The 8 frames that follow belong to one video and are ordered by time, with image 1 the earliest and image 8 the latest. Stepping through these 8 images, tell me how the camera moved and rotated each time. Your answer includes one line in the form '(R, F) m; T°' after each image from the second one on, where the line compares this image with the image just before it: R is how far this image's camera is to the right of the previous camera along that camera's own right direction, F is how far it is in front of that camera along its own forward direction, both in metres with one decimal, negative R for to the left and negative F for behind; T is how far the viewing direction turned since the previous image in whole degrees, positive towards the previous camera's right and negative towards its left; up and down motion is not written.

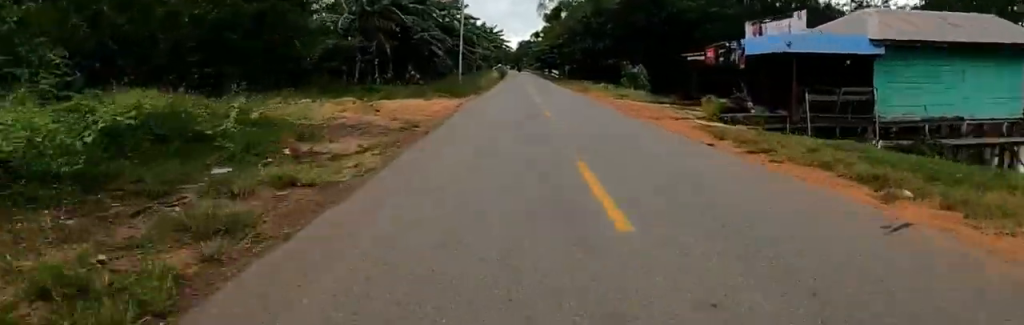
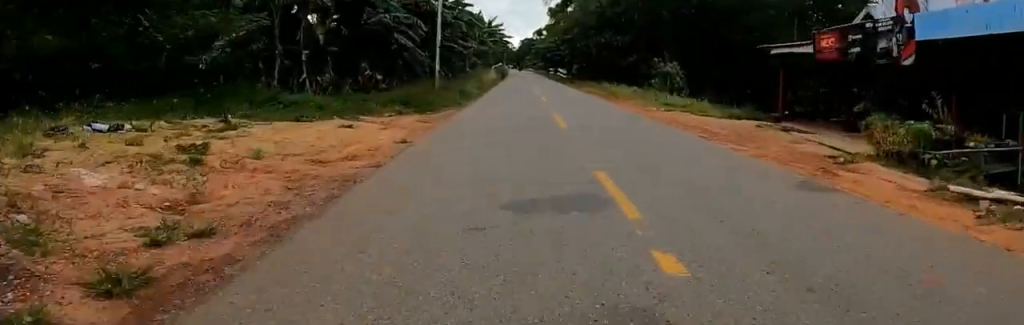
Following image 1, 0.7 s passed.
(-0.5, +9.3) m; -2°
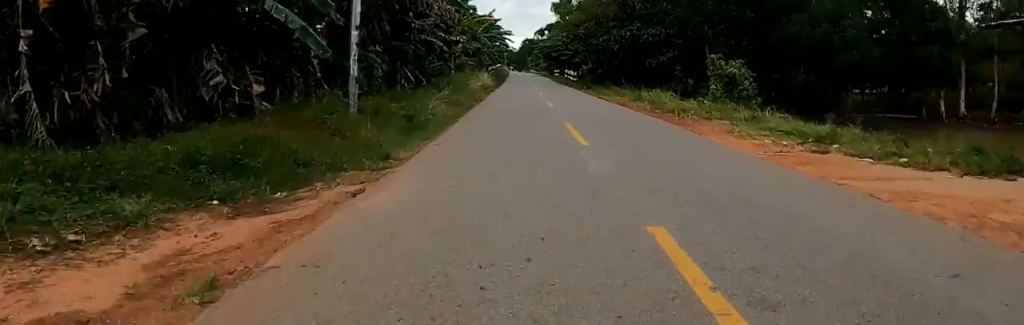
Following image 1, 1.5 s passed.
(-0.3, +10.4) m; 0°
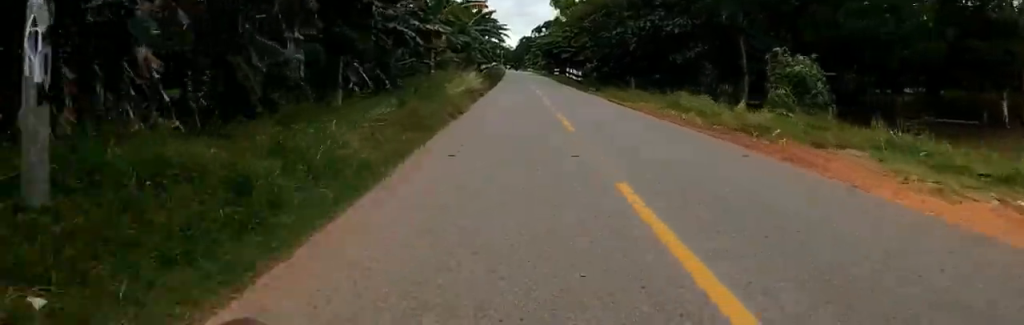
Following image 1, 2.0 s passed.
(+0.2, +6.4) m; +1°
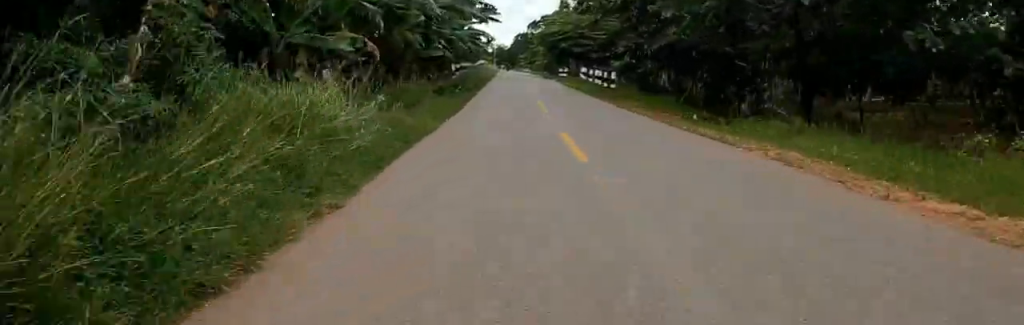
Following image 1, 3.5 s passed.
(+0.2, +19.7) m; 0°
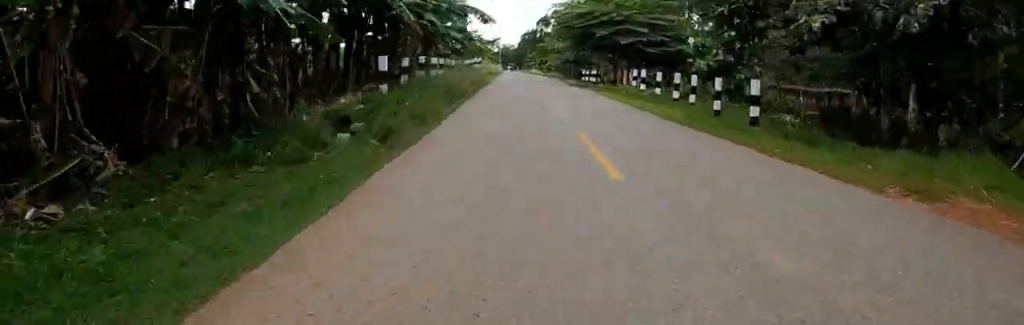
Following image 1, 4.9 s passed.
(0.0, +17.4) m; -1°
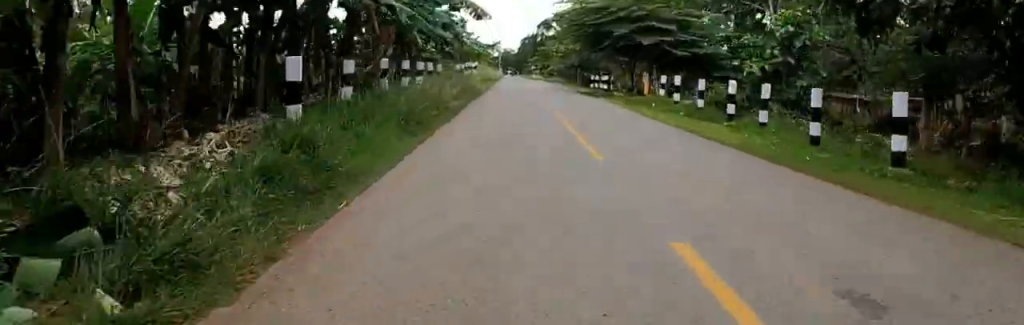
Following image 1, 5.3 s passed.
(0.0, +5.7) m; 0°
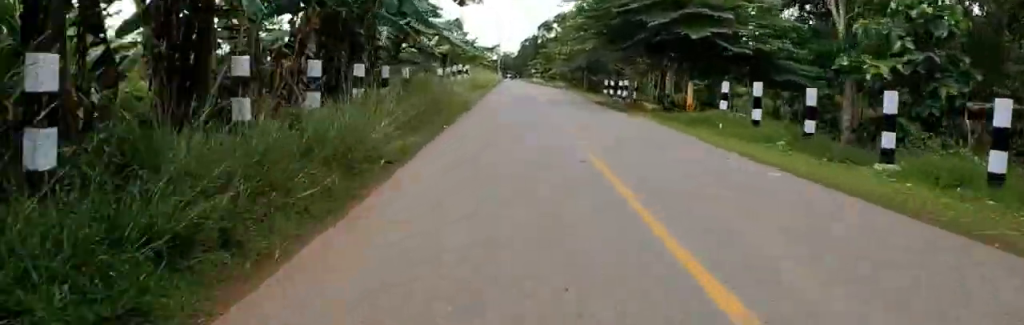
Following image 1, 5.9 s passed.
(-0.3, +7.1) m; +2°
